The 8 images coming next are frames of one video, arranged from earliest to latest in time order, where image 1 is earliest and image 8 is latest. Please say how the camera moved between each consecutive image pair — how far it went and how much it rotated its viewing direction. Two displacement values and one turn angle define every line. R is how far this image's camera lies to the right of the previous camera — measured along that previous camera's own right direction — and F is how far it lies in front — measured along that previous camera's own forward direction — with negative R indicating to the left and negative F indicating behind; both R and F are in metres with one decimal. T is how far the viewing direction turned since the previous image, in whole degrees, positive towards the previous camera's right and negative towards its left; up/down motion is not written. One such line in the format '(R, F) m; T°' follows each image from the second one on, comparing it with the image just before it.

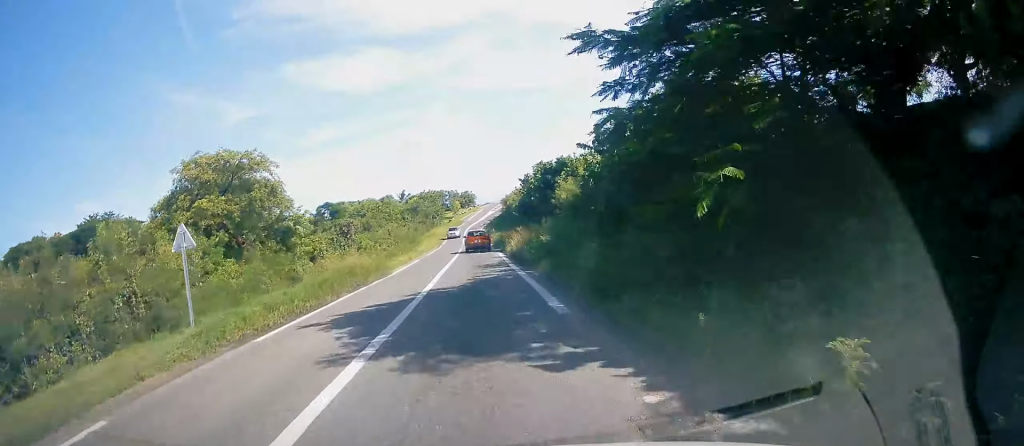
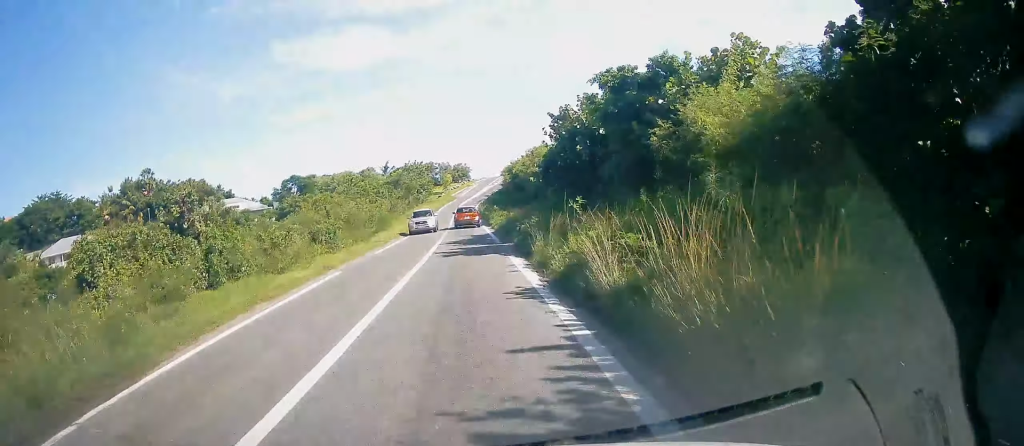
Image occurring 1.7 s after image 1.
(+0.4, +20.6) m; 0°
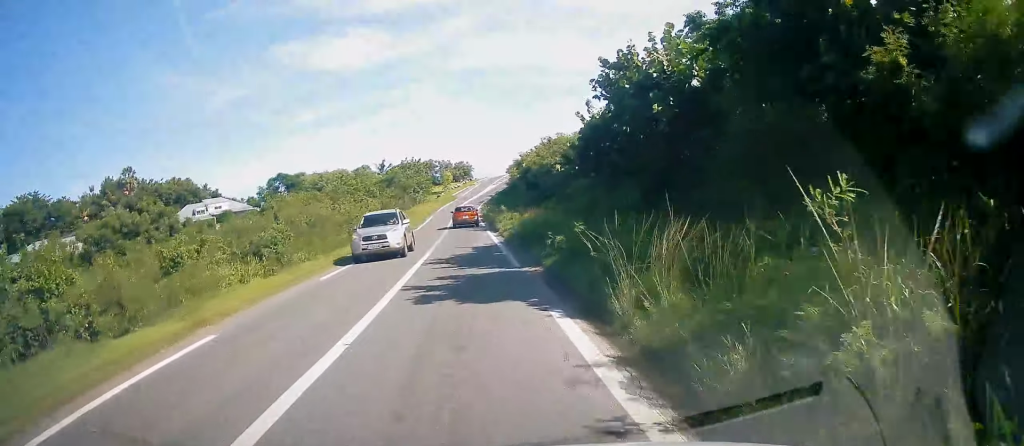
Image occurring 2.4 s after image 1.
(-0.1, +9.1) m; -1°
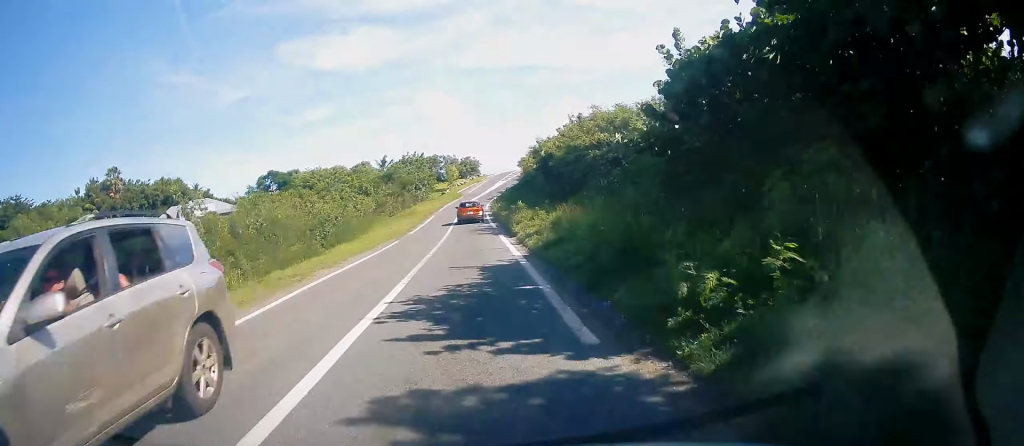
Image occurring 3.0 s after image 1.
(0.0, +8.4) m; 0°
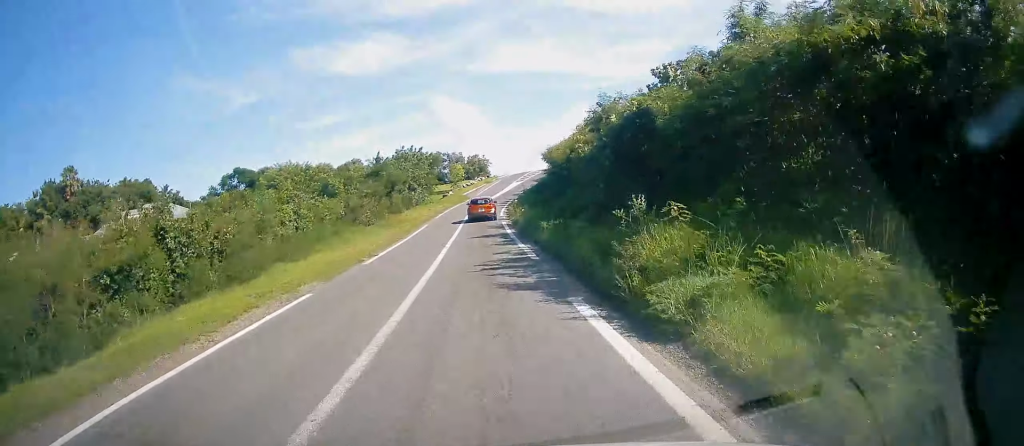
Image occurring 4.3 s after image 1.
(-0.1, +17.6) m; -1°
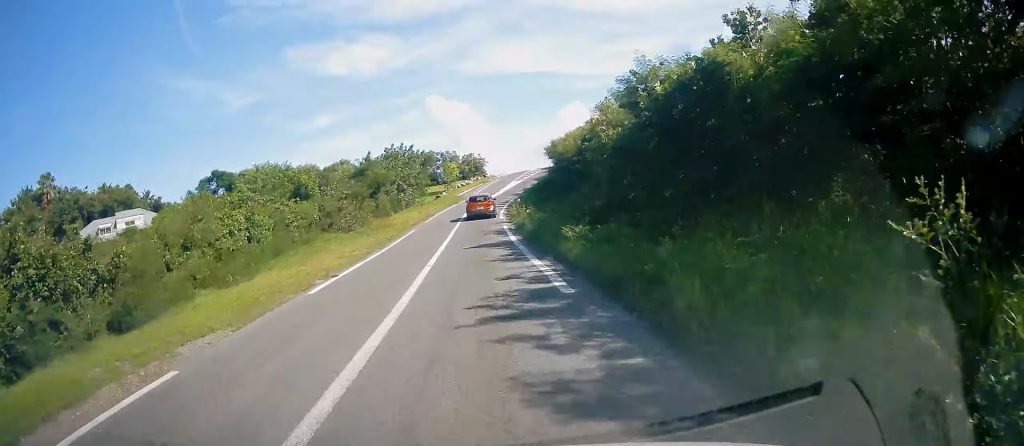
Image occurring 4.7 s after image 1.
(0.0, +6.0) m; -1°
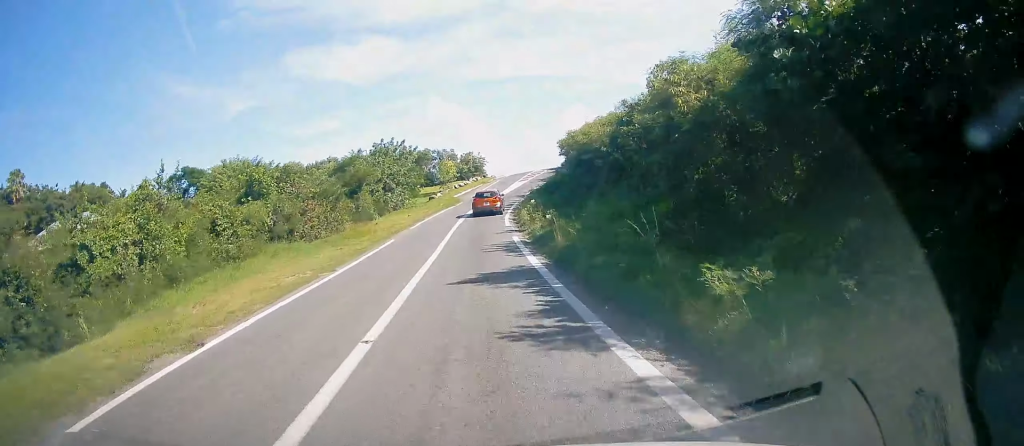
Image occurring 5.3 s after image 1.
(-0.1, +8.2) m; 0°
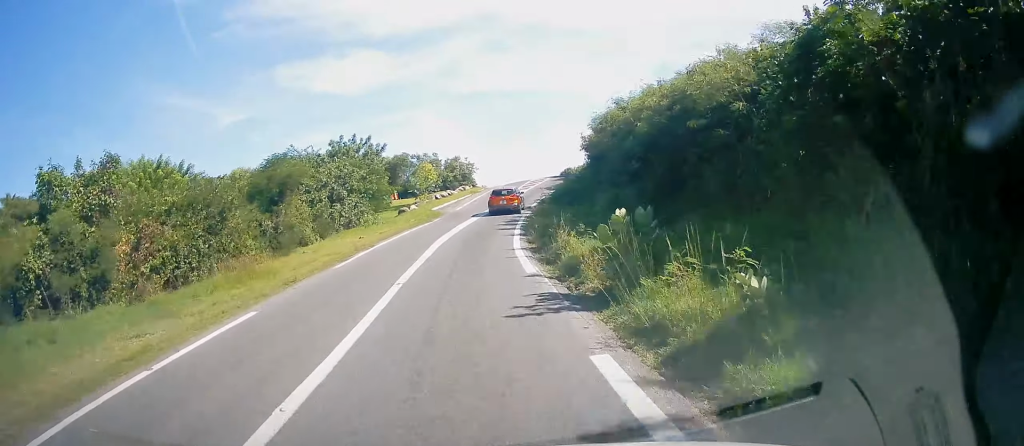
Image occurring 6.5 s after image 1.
(+0.1, +15.6) m; +2°
